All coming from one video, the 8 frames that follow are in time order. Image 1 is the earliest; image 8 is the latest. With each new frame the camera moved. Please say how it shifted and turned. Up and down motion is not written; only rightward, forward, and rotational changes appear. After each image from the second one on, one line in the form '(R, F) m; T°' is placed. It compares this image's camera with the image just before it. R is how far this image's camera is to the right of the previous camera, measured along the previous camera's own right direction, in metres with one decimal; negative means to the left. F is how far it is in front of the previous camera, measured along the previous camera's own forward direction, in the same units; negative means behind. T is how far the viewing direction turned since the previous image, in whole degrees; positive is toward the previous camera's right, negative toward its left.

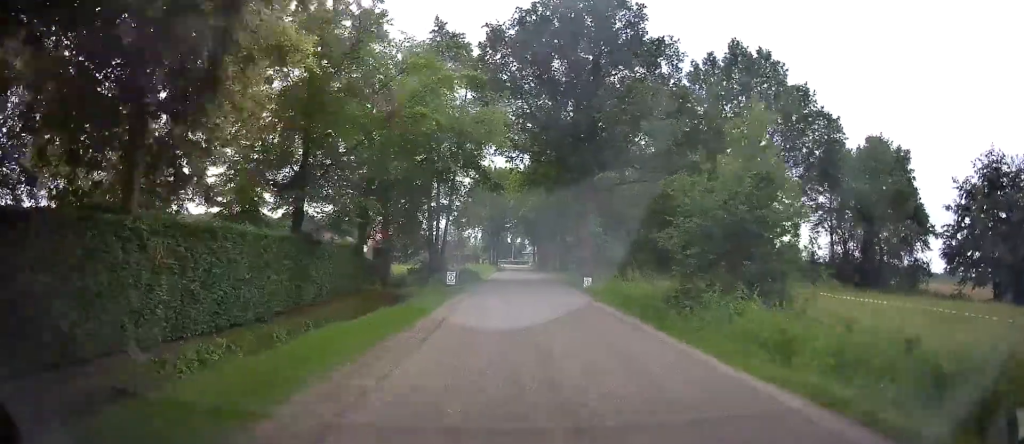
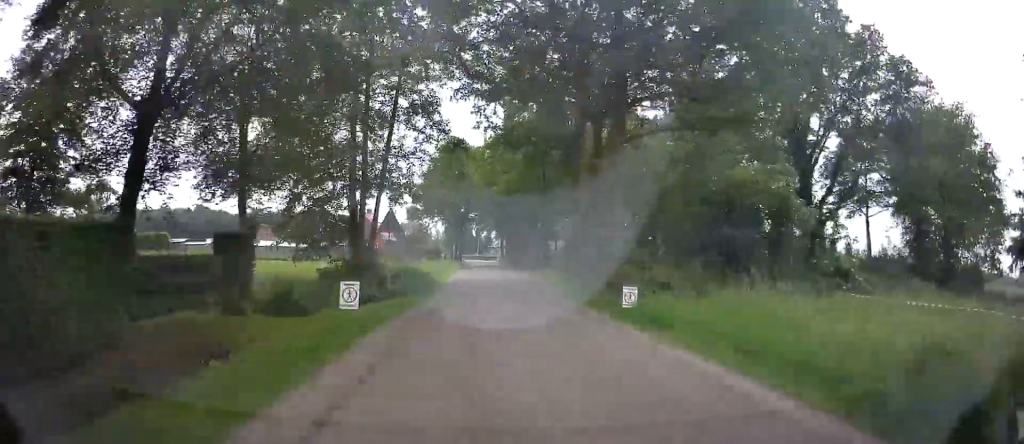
(+0.8, +12.3) m; +5°
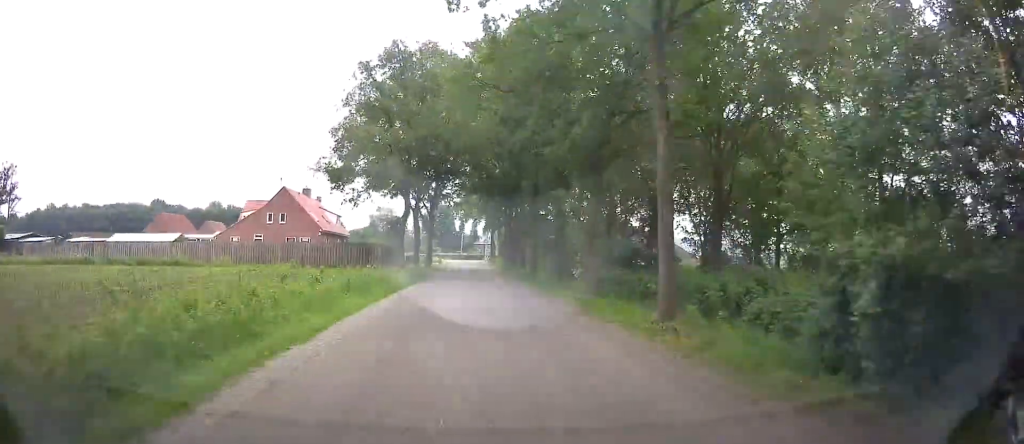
(+1.3, +27.1) m; +3°
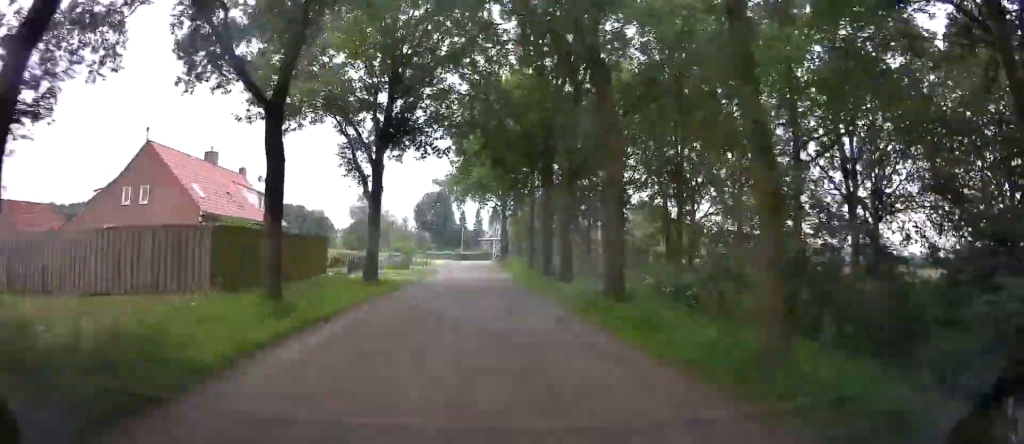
(-0.2, +28.5) m; 0°
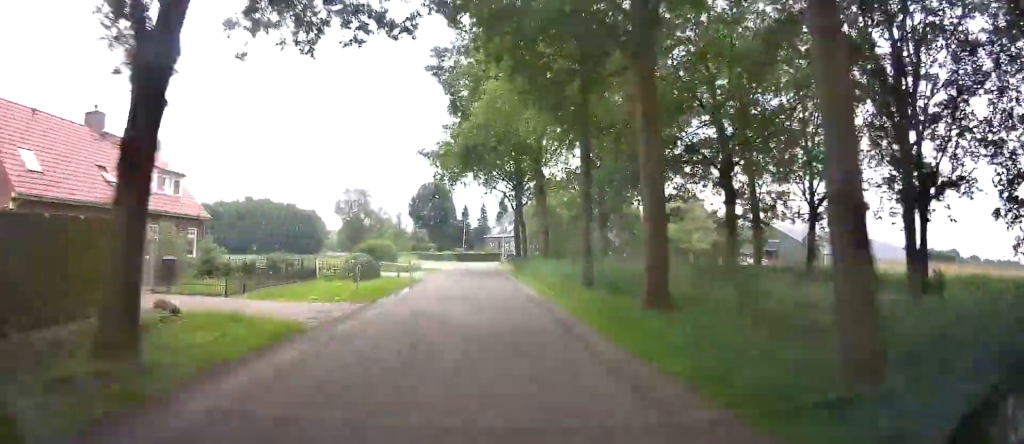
(+0.2, +16.0) m; 0°
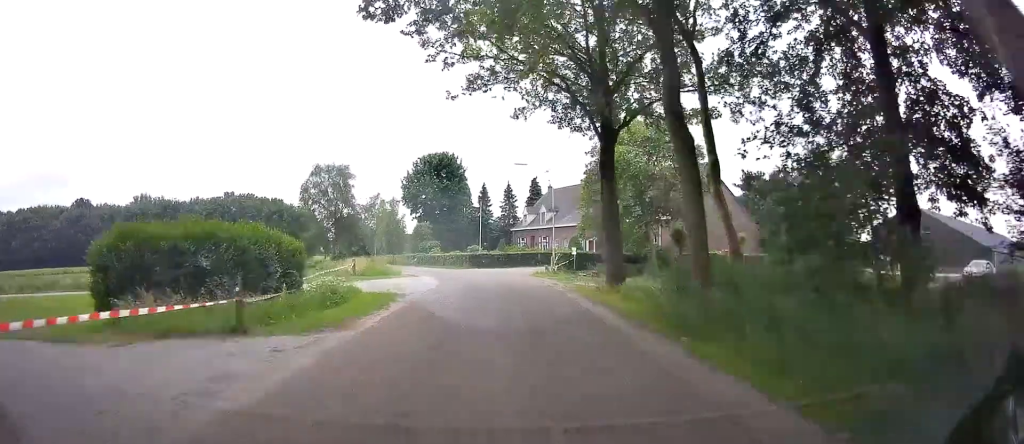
(-0.1, +30.2) m; -4°
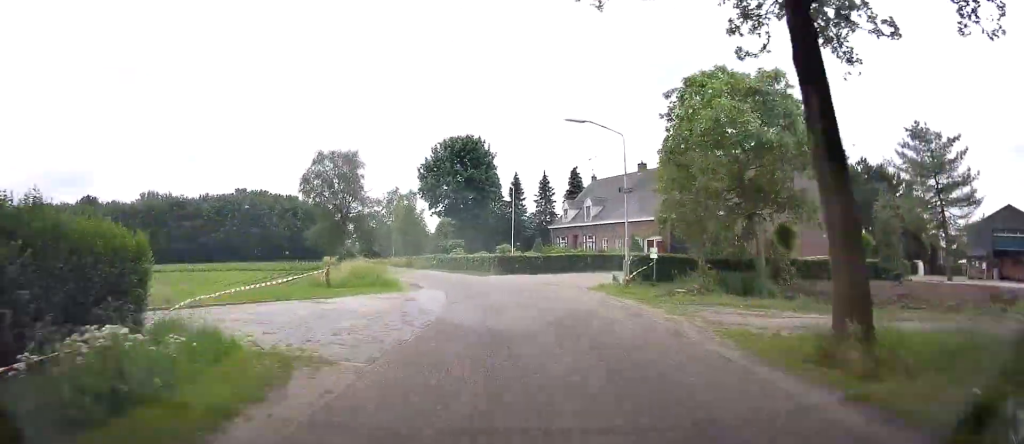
(-0.6, +12.5) m; -3°
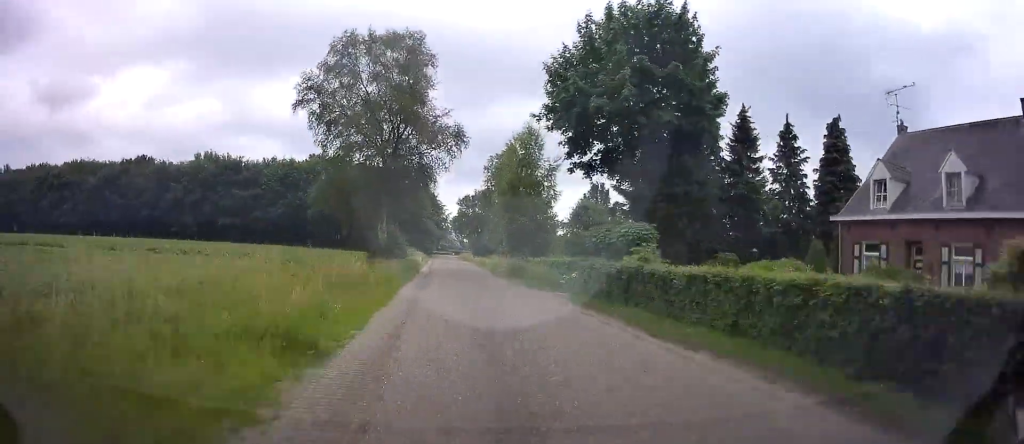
(-2.1, +34.9) m; -8°
